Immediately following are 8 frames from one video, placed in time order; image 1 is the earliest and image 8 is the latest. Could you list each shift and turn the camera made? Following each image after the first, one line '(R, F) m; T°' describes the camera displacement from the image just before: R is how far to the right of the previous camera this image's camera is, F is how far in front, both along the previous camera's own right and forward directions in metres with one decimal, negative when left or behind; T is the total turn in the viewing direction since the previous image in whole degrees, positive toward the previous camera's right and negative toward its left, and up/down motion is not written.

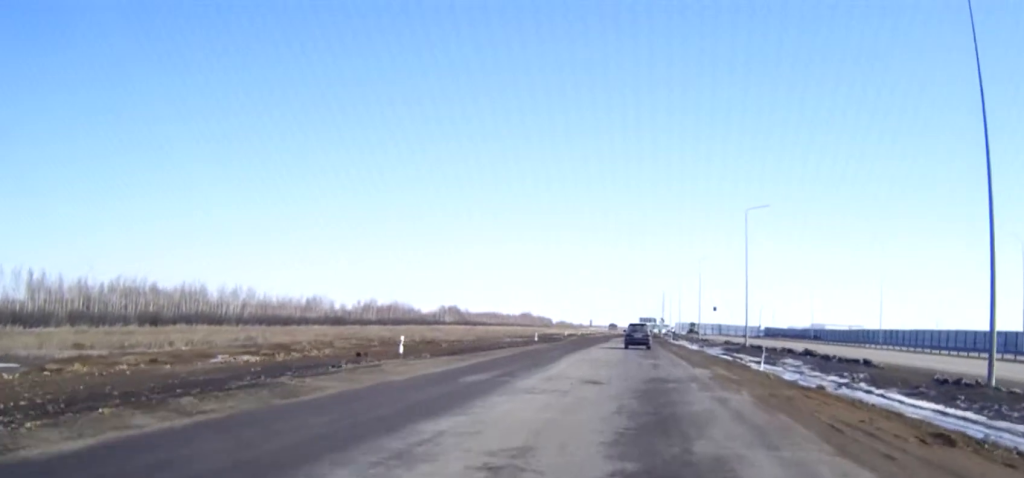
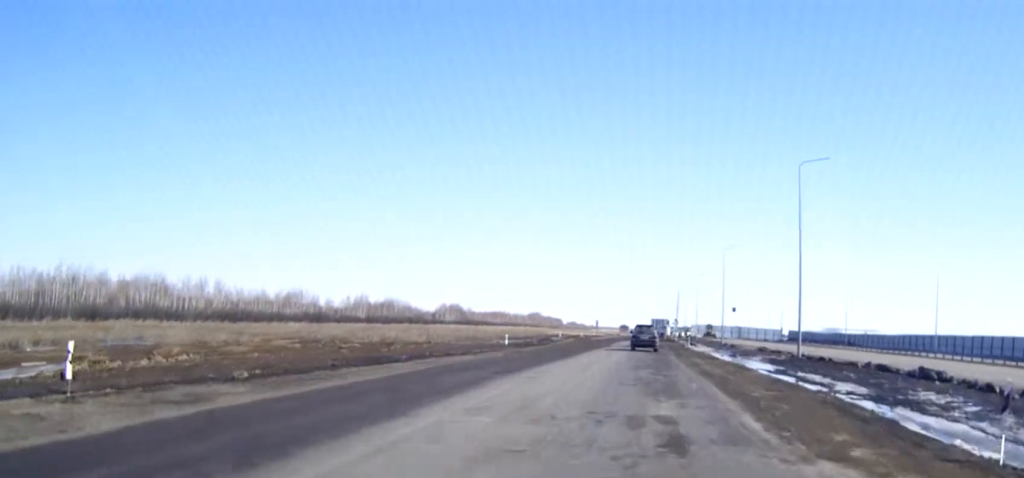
(-0.1, +21.5) m; -1°
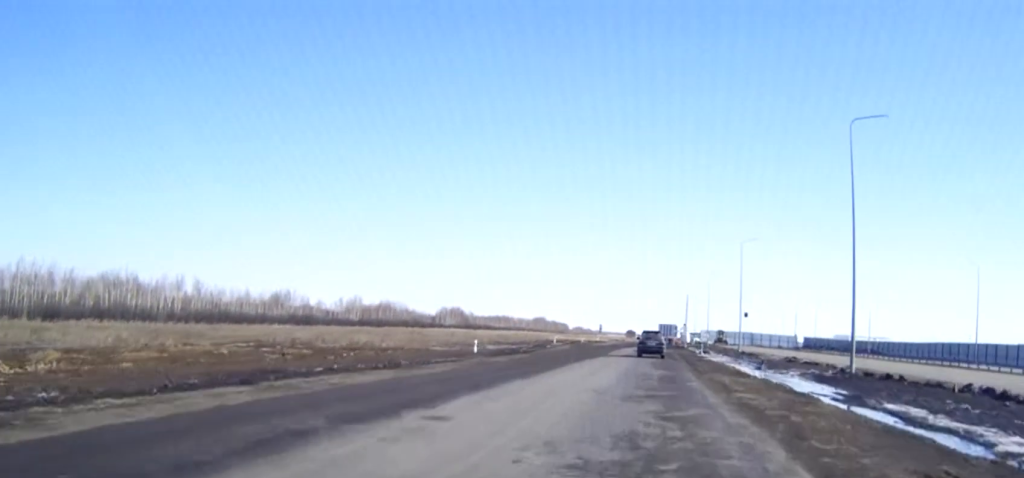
(-0.1, +12.2) m; -1°
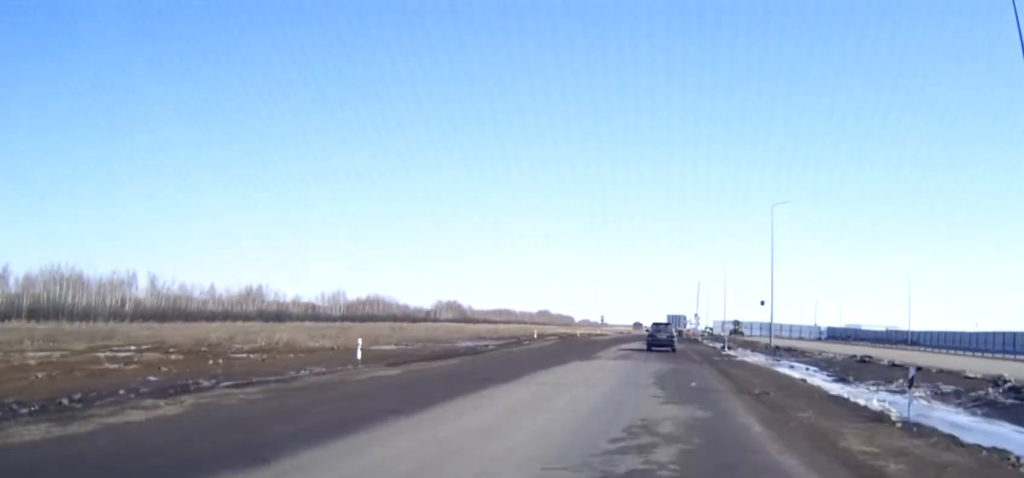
(-0.1, +19.0) m; 0°
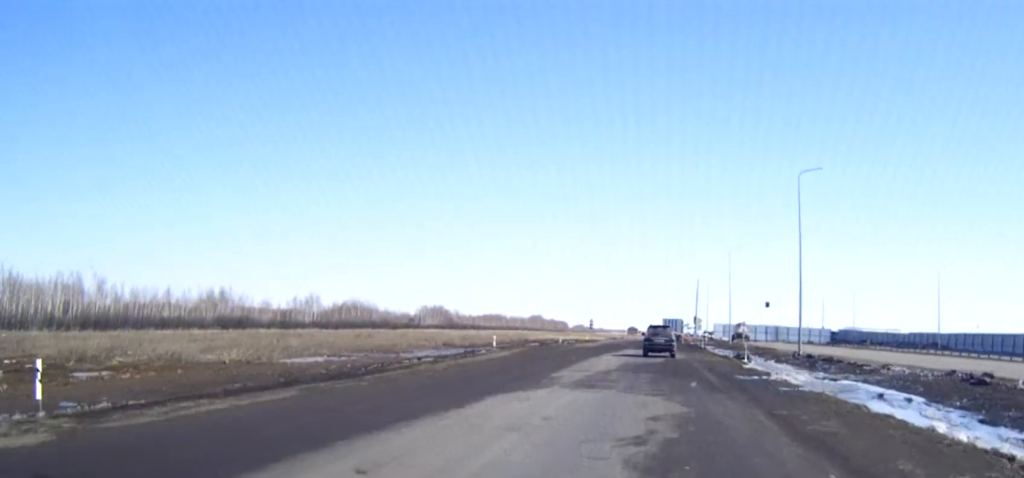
(0.0, +15.6) m; 0°
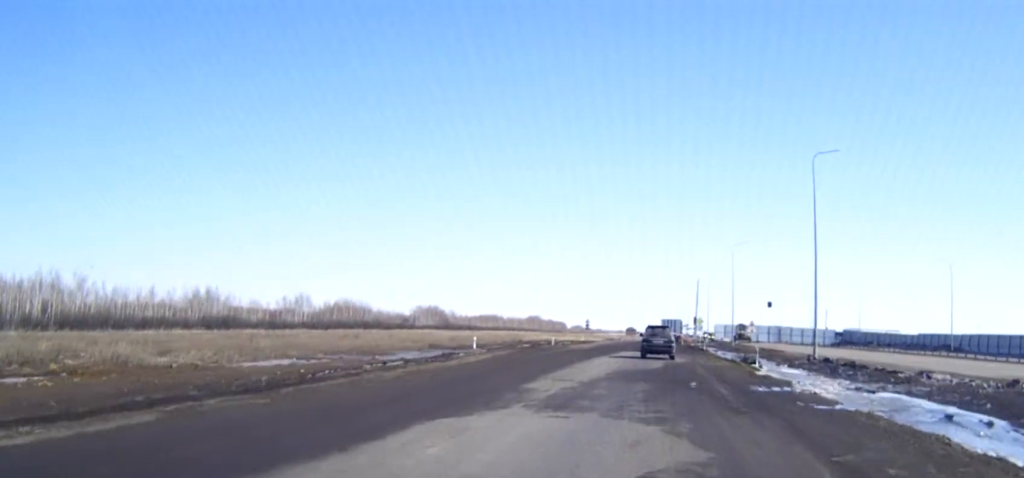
(0.0, +5.5) m; 0°
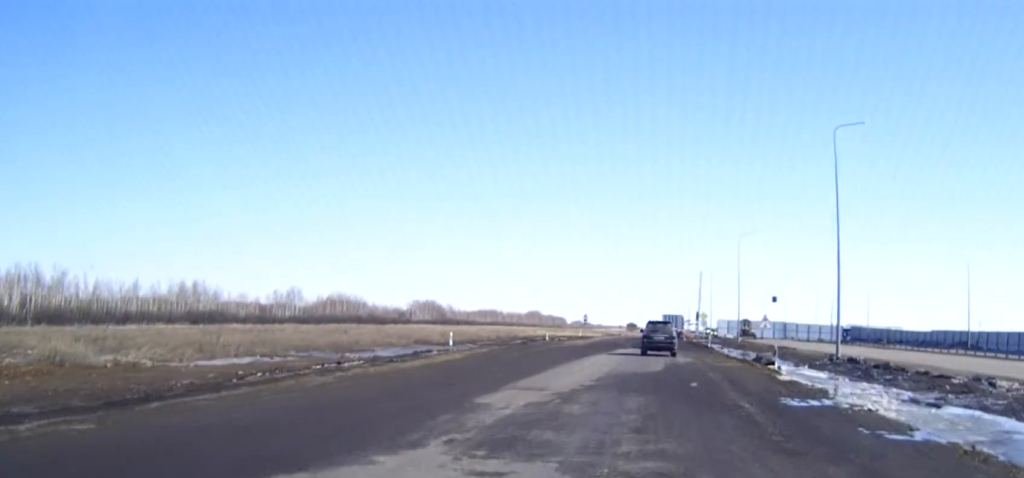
(0.0, +5.7) m; 0°
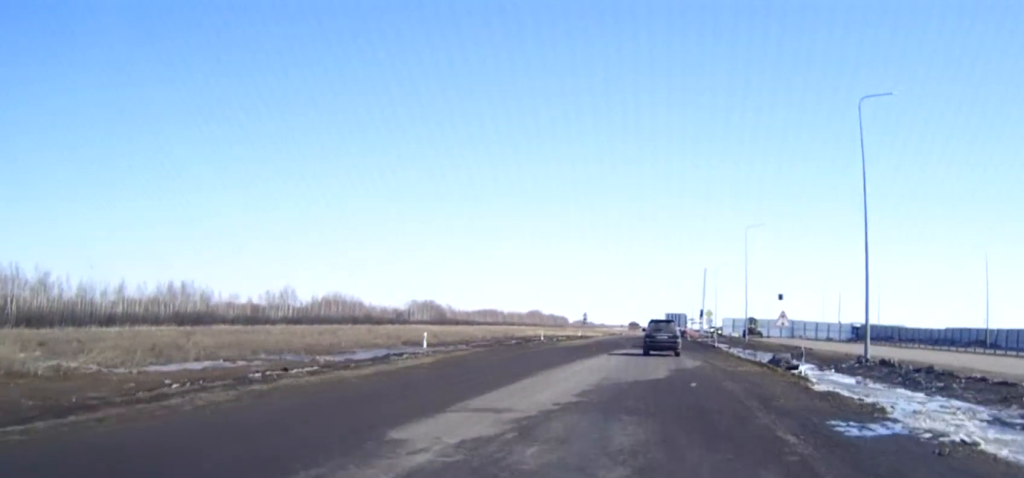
(0.0, +5.3) m; 0°
